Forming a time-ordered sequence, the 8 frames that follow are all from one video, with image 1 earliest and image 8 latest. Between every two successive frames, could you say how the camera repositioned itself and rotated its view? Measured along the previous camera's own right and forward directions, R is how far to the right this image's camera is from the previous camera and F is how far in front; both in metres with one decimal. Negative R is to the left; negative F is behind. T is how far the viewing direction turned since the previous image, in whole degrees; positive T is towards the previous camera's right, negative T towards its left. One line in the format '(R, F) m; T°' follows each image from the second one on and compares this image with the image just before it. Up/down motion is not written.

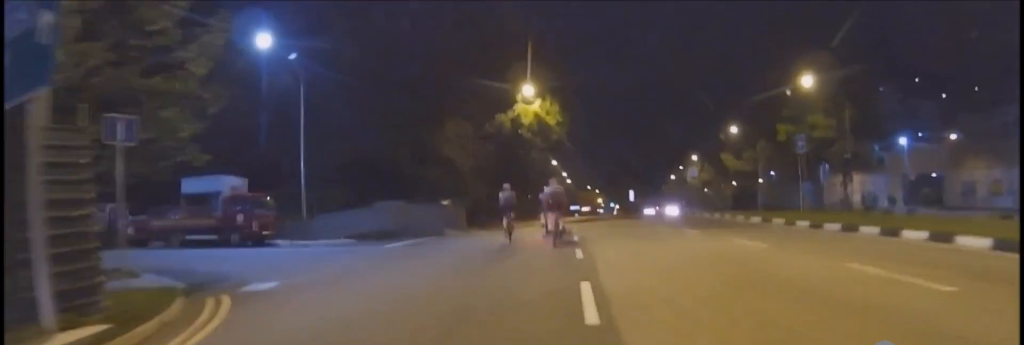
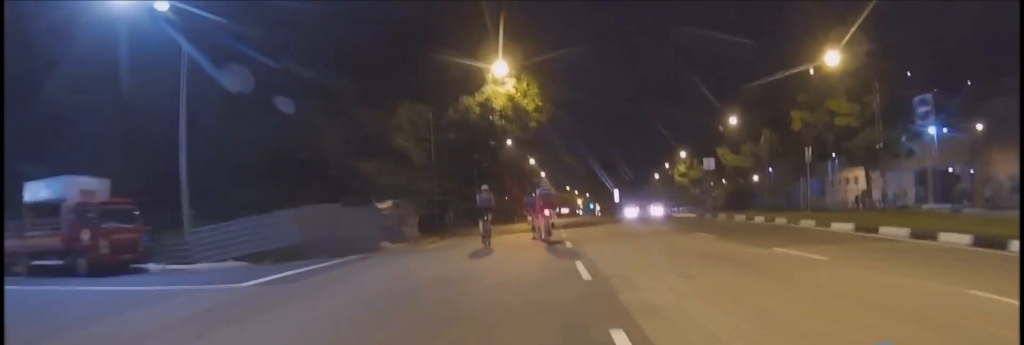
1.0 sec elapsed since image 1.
(0.0, +7.6) m; 0°
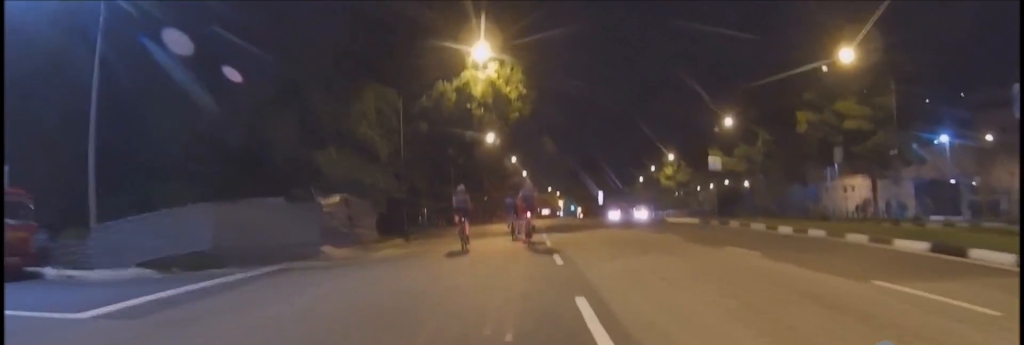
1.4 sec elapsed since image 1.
(0.0, +3.6) m; 0°
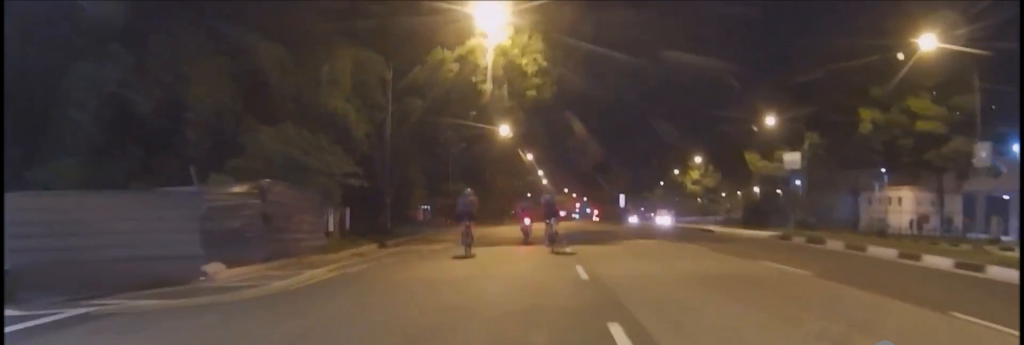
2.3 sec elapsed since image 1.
(0.0, +6.3) m; 0°
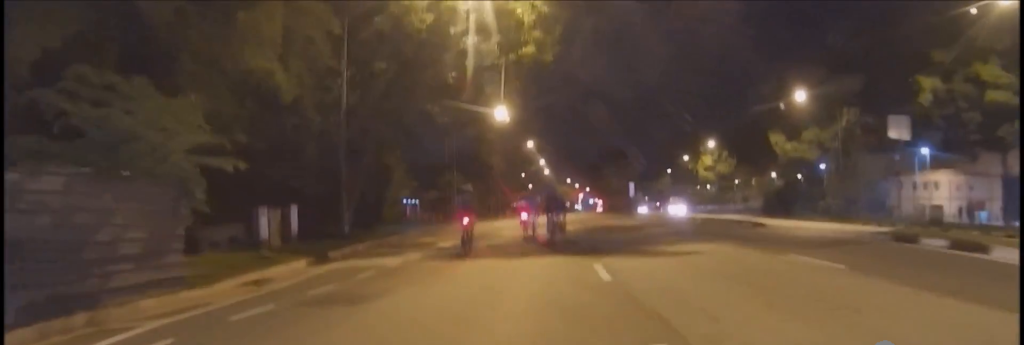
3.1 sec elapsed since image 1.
(0.0, +6.2) m; 0°
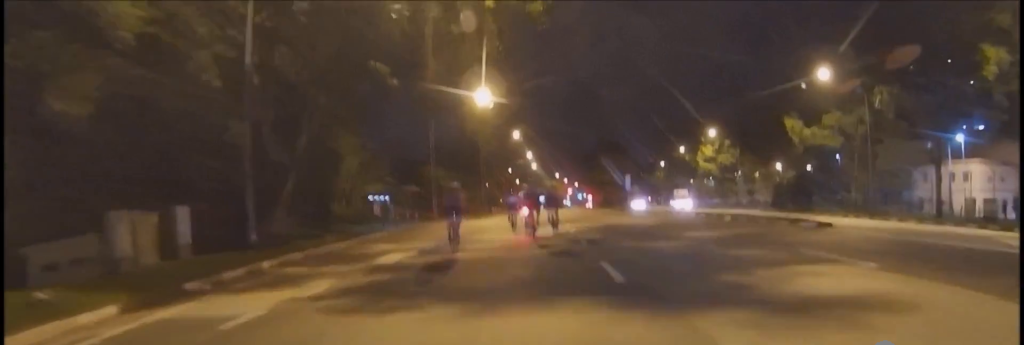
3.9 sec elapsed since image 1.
(0.0, +6.2) m; 0°
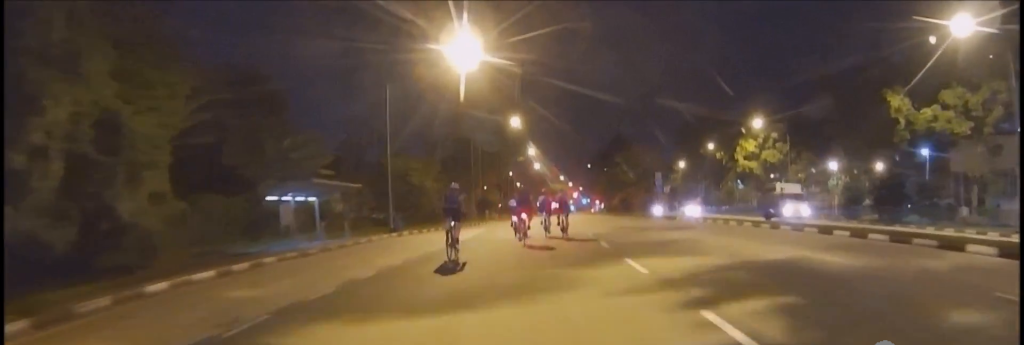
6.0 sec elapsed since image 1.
(0.0, +15.1) m; 0°
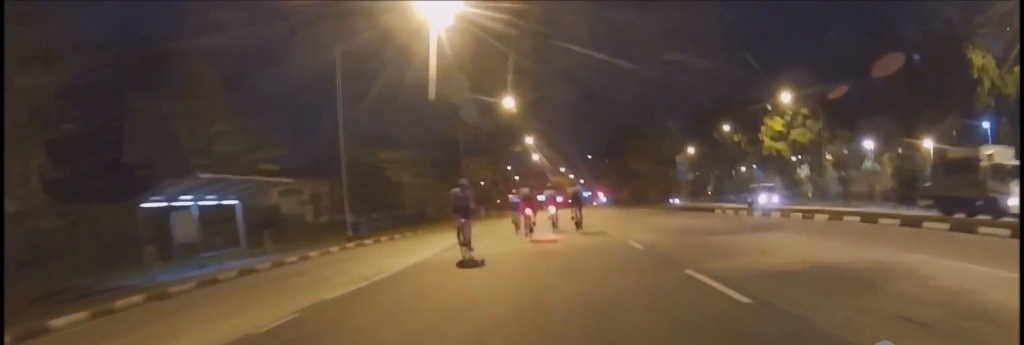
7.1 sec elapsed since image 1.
(-0.1, +7.9) m; -5°
